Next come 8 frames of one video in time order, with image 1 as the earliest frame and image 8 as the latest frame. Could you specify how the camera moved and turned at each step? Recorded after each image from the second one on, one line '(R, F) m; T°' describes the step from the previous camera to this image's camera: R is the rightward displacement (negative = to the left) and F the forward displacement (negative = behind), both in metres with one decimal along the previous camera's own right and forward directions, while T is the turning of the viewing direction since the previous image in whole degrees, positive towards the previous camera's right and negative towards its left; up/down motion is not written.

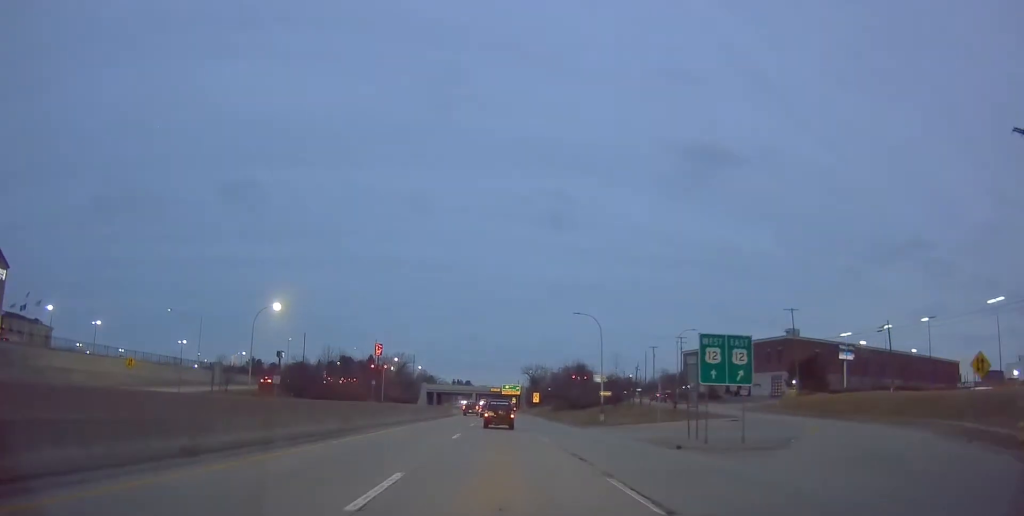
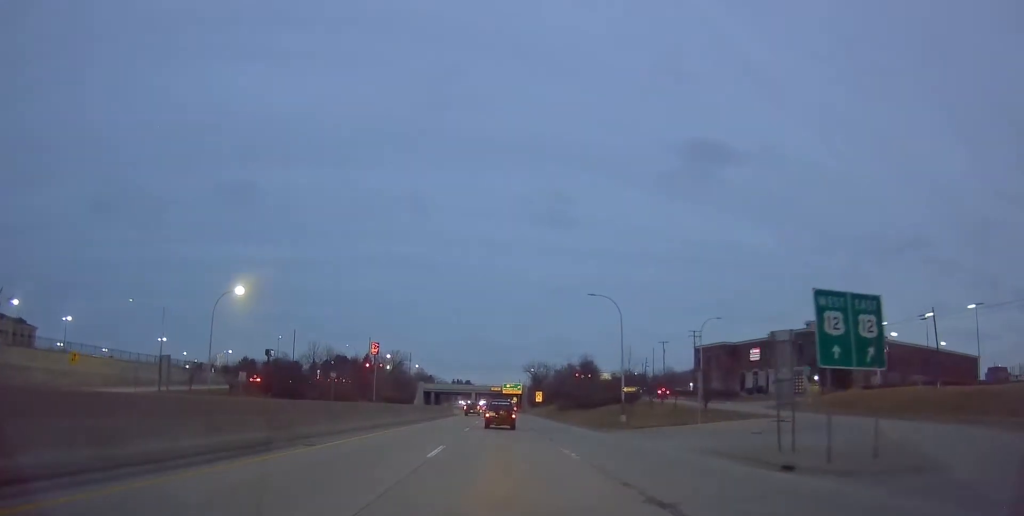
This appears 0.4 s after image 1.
(+0.4, +8.5) m; 0°
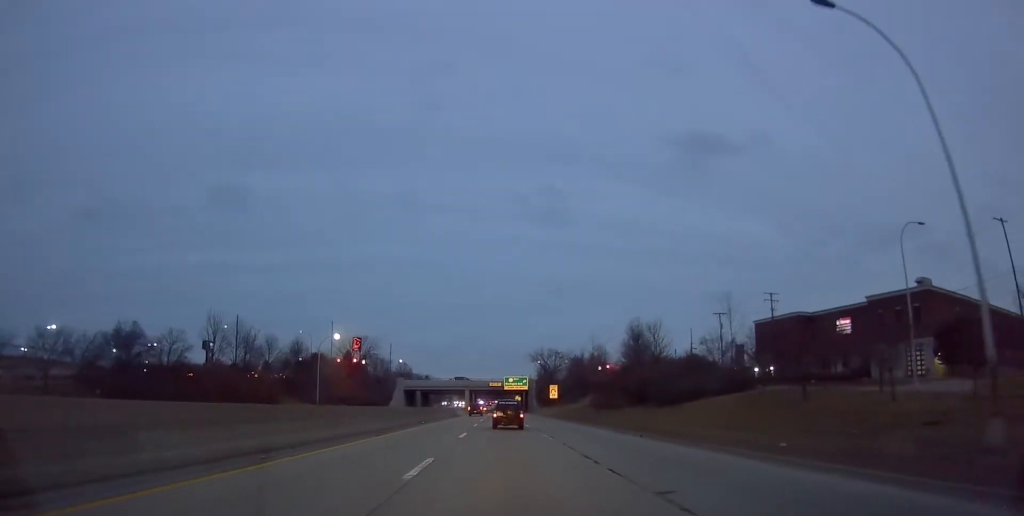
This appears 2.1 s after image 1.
(-0.6, +35.2) m; 0°
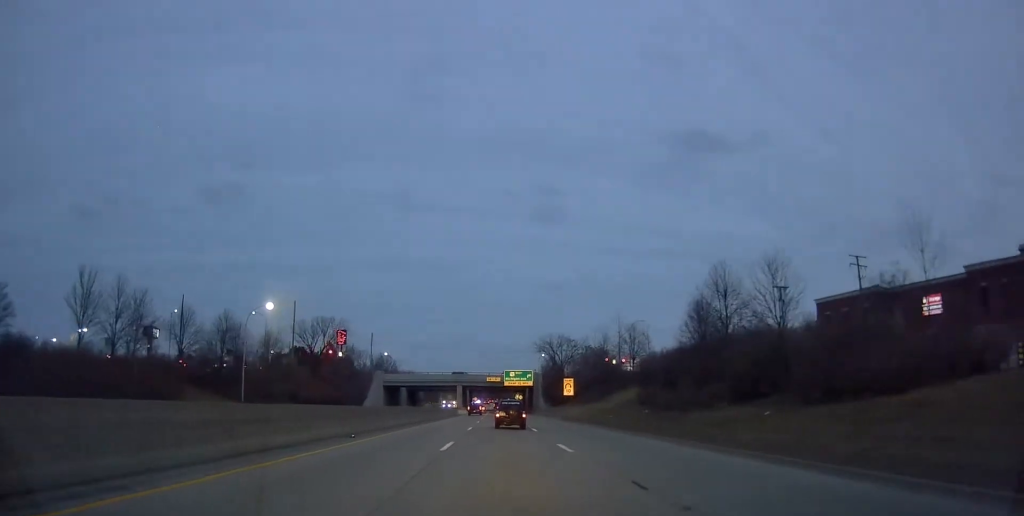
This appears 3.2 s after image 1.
(+0.3, +23.1) m; -1°
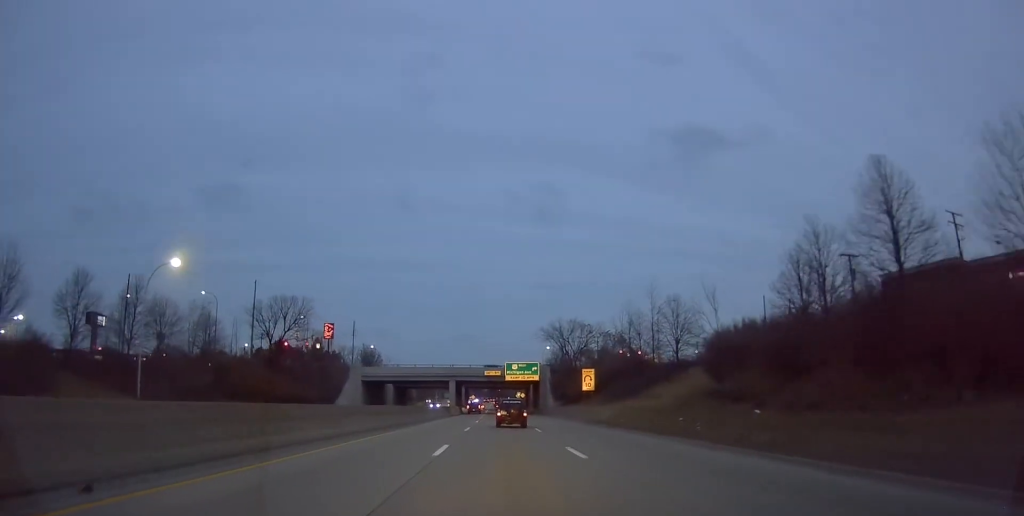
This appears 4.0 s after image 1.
(-0.6, +17.4) m; -1°
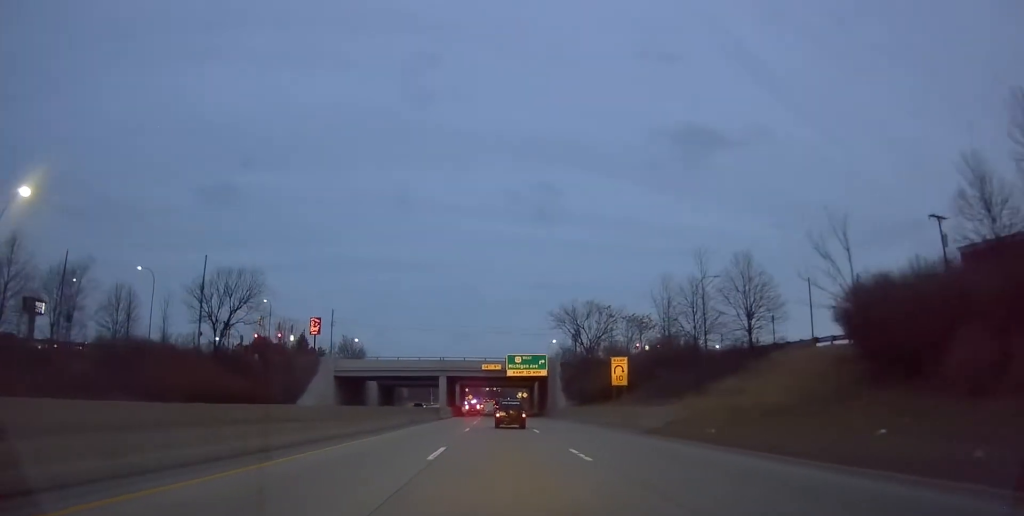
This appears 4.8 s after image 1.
(+0.3, +15.9) m; +1°
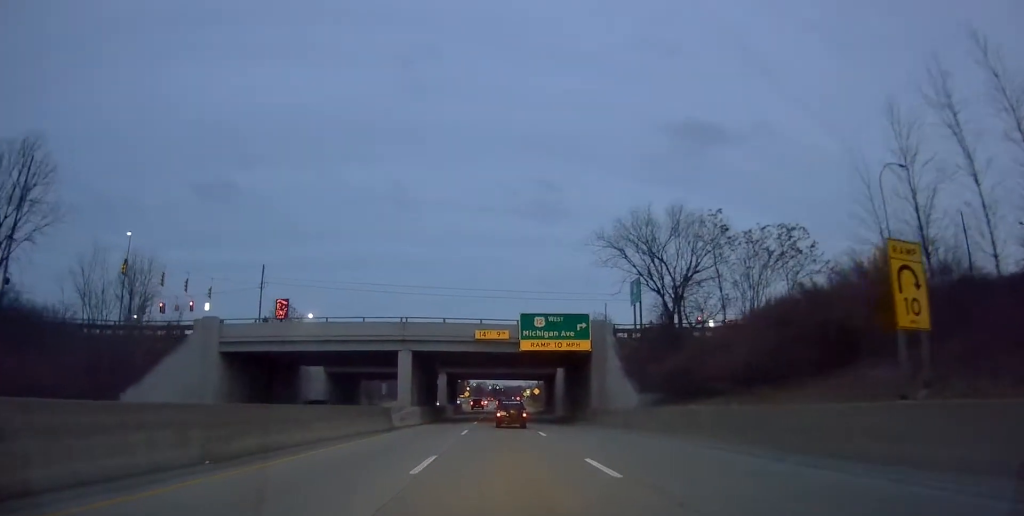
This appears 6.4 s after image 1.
(0.0, +34.9) m; +1°
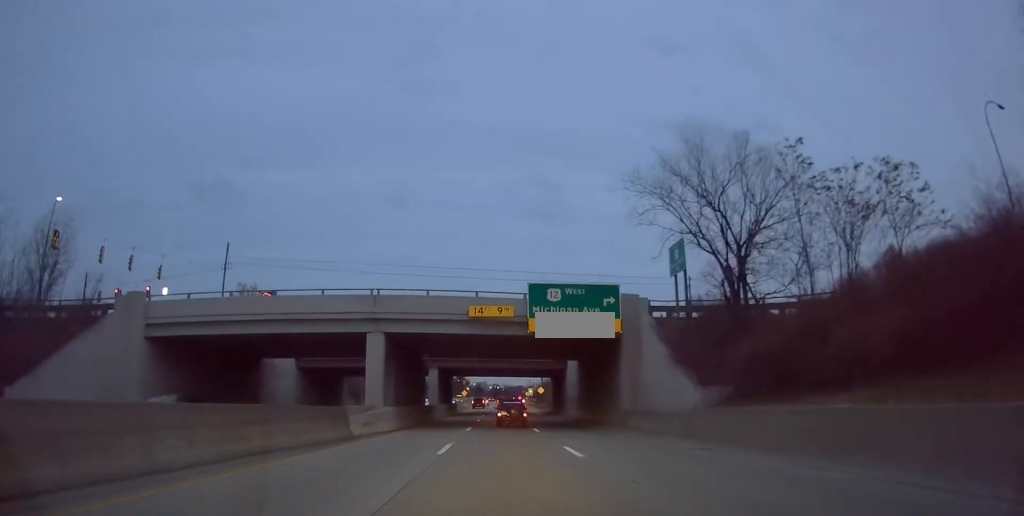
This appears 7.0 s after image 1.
(0.0, +11.0) m; 0°
